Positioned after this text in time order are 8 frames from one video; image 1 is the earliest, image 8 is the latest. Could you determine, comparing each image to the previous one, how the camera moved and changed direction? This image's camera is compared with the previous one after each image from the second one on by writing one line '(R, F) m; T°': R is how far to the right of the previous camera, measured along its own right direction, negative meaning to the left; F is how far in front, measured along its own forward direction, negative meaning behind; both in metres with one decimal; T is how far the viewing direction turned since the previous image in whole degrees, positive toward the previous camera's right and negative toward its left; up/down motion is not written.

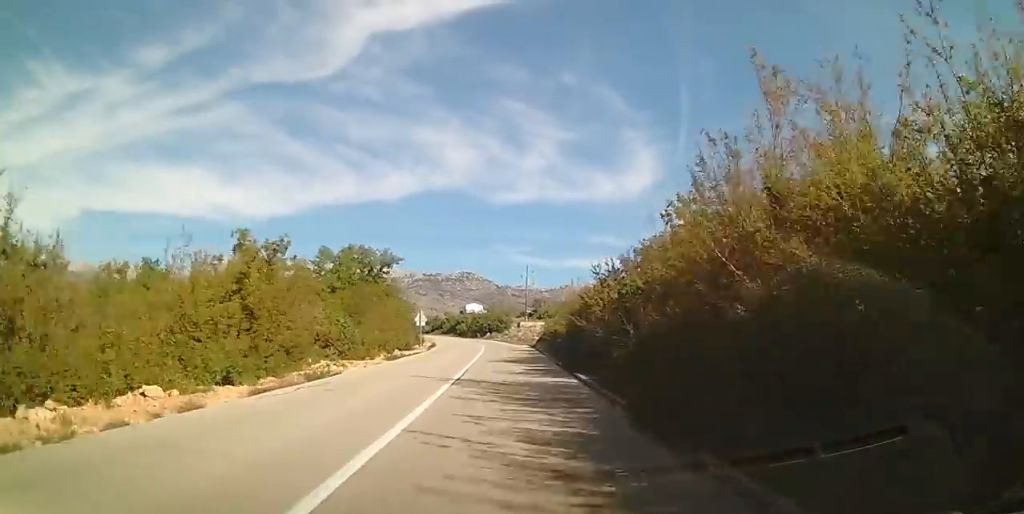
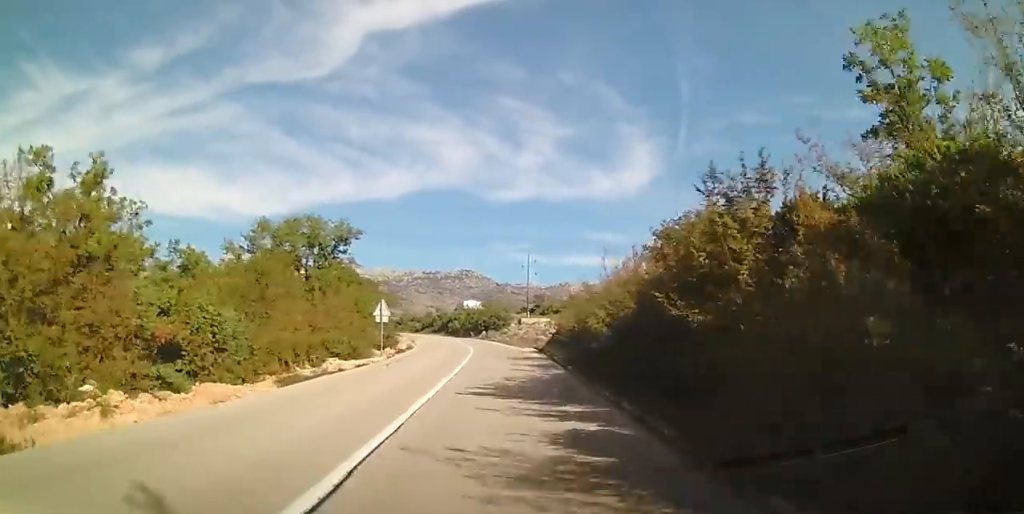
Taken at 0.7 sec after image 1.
(-0.1, +11.8) m; -1°
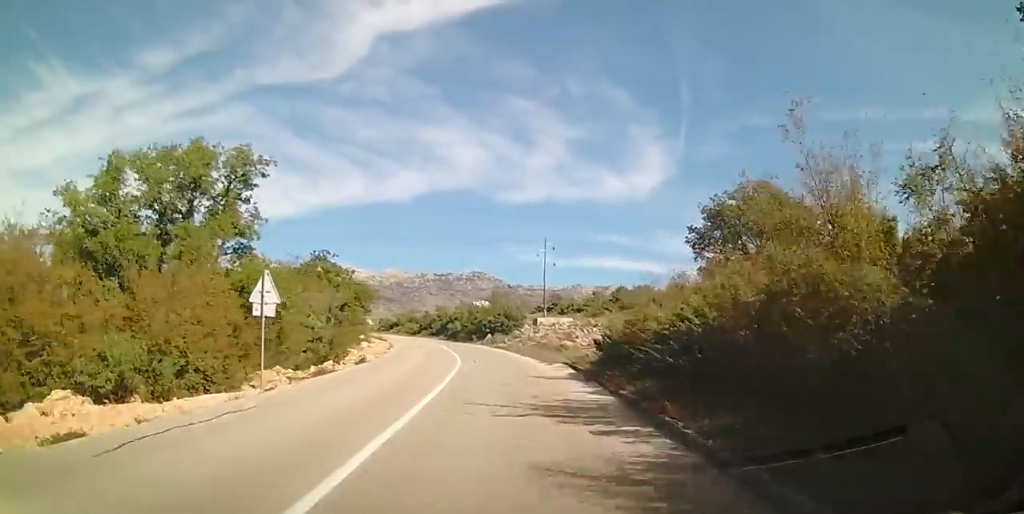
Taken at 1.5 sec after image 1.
(-0.1, +14.3) m; 0°
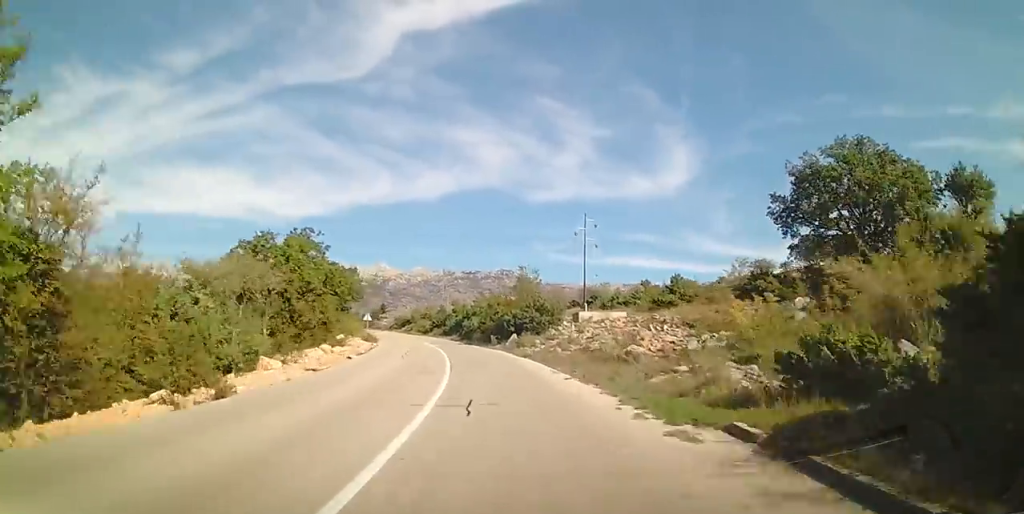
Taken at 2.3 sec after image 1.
(0.0, +13.5) m; -2°
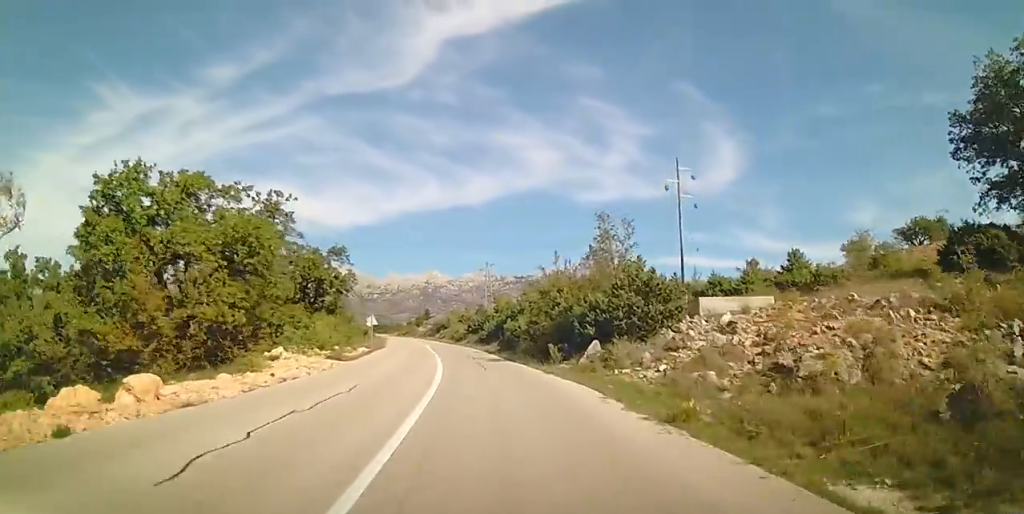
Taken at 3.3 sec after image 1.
(-0.4, +17.0) m; -5°
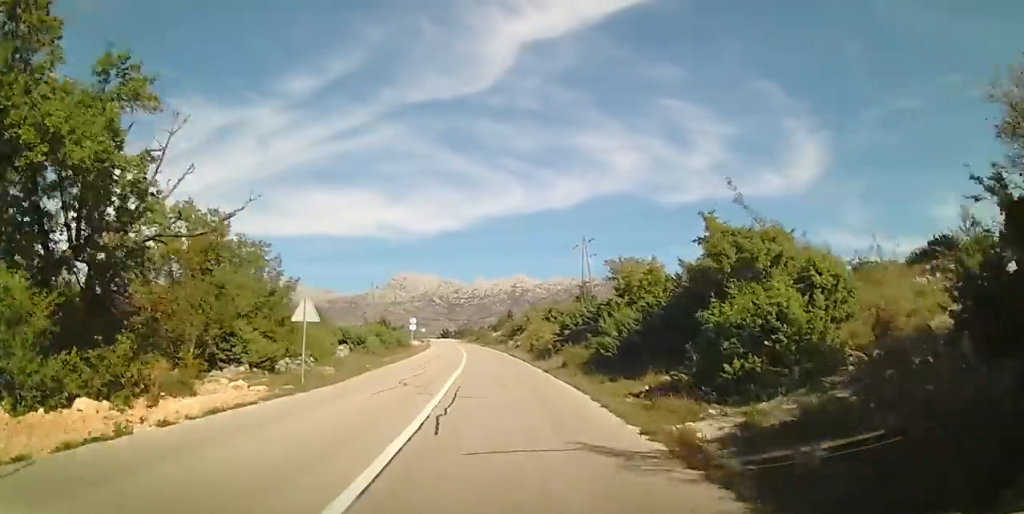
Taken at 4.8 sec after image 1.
(-2.1, +26.1) m; -8°
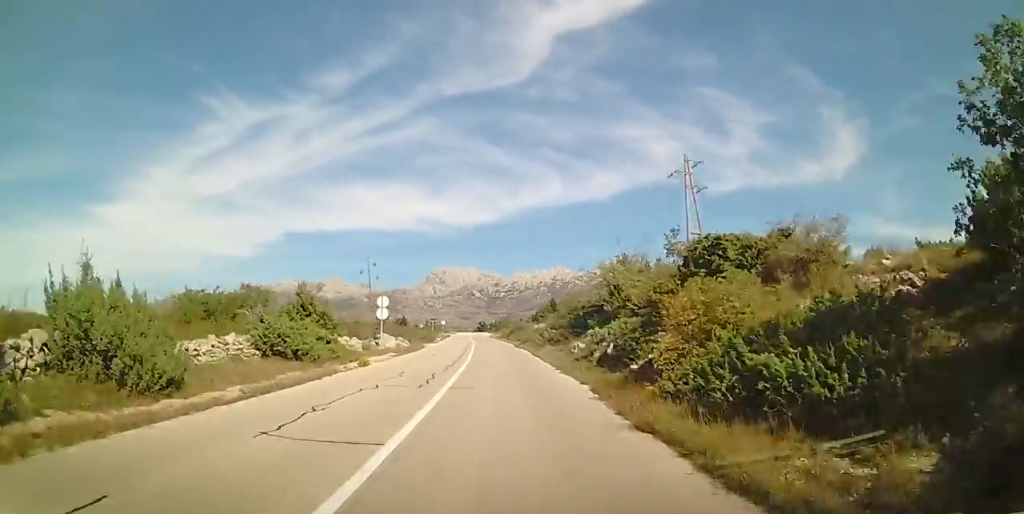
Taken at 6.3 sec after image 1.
(-1.3, +25.8) m; -5°
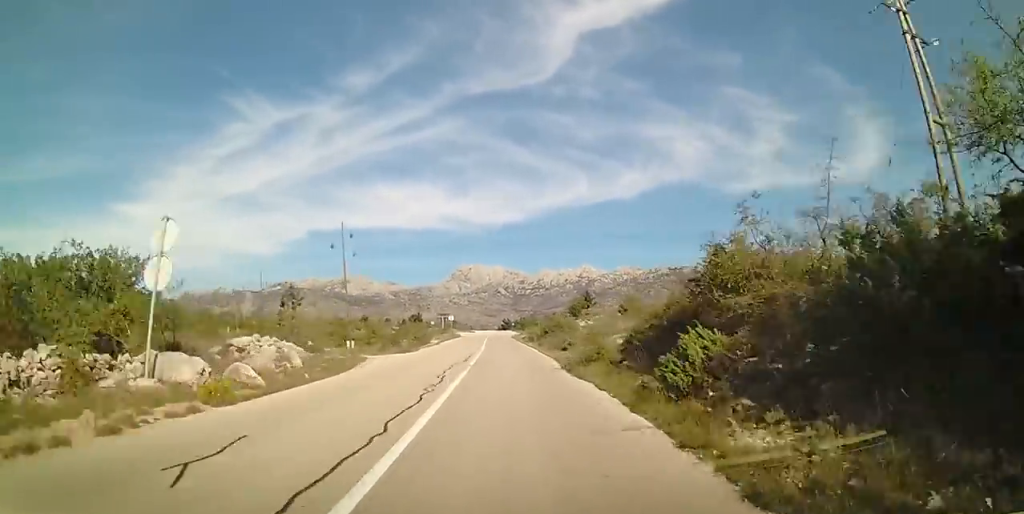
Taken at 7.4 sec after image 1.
(-0.3, +20.5) m; -2°
